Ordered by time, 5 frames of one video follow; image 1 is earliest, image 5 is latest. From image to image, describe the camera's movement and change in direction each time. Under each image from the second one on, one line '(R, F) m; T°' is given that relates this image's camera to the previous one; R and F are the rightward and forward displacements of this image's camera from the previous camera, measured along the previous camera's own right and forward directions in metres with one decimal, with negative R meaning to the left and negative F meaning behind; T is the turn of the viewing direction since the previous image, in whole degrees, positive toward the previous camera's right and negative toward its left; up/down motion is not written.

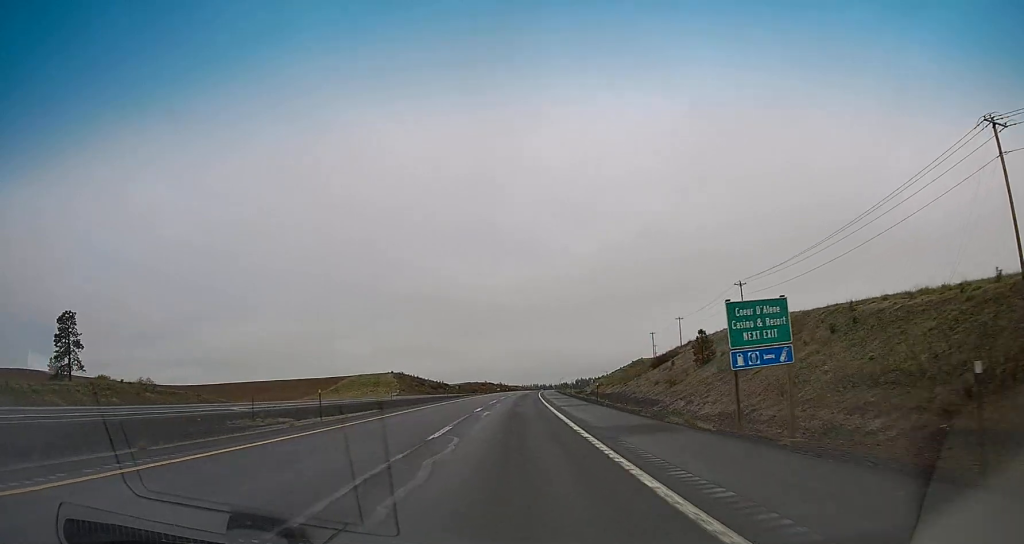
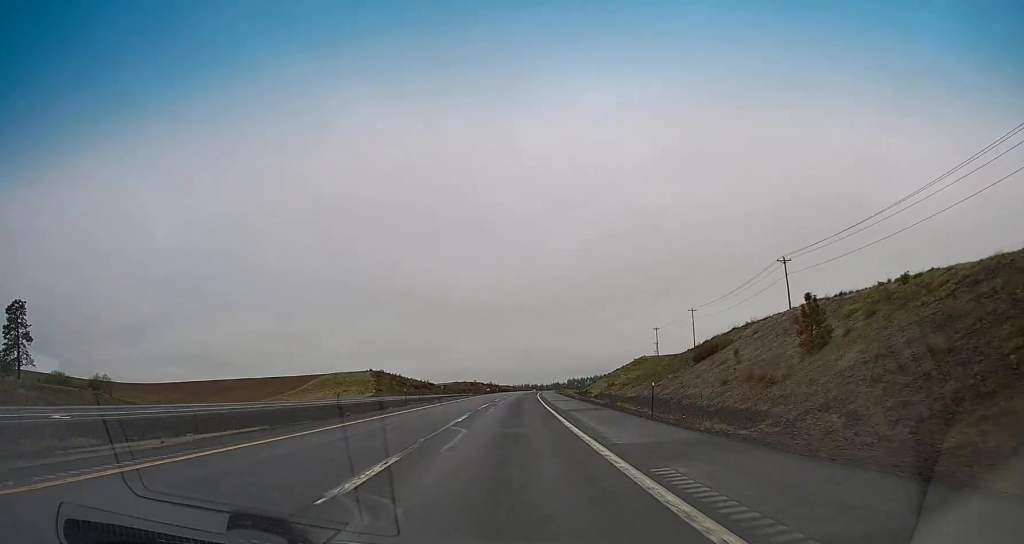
(+0.2, +23.5) m; +1°
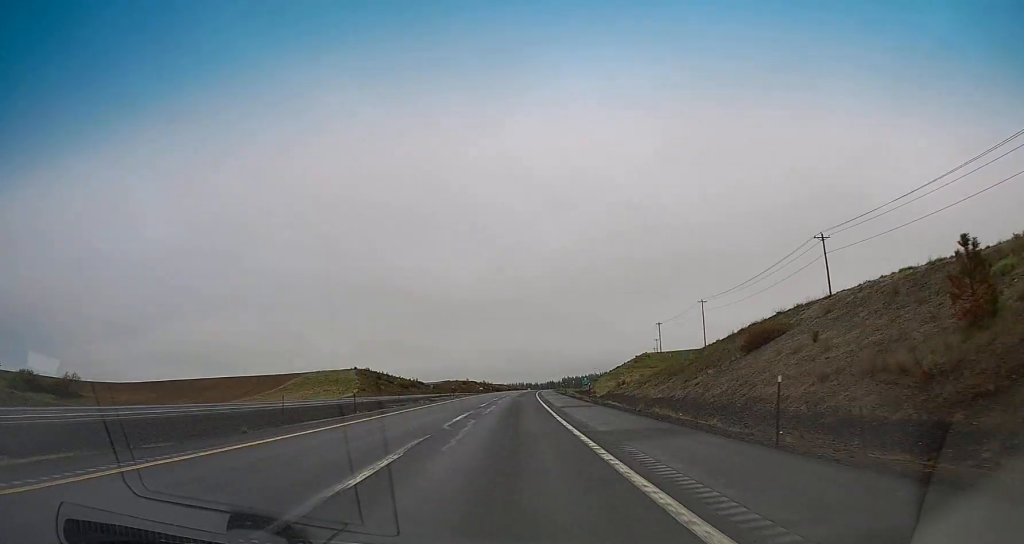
(0.0, +14.7) m; 0°
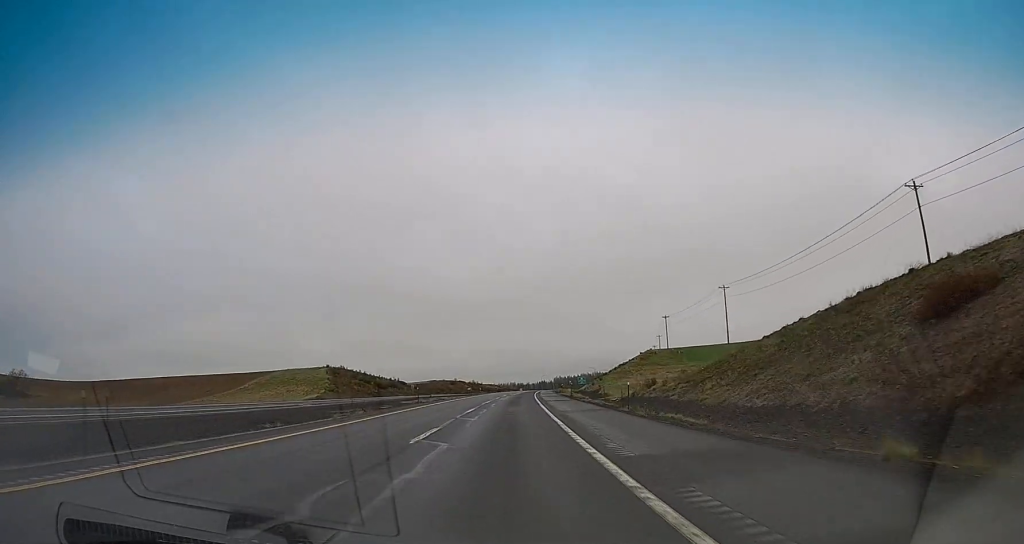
(0.0, +23.6) m; 0°
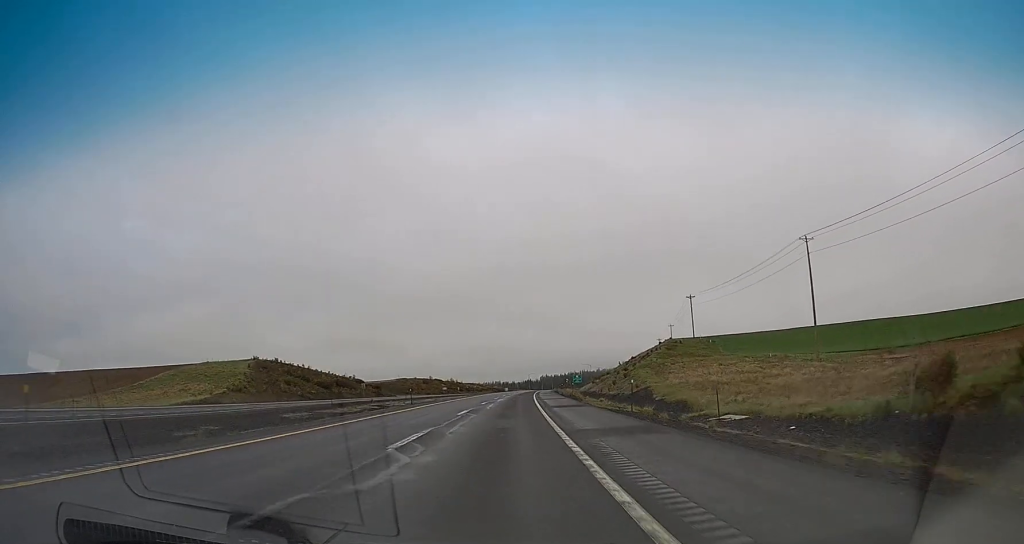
(+0.8, +47.2) m; +2°
